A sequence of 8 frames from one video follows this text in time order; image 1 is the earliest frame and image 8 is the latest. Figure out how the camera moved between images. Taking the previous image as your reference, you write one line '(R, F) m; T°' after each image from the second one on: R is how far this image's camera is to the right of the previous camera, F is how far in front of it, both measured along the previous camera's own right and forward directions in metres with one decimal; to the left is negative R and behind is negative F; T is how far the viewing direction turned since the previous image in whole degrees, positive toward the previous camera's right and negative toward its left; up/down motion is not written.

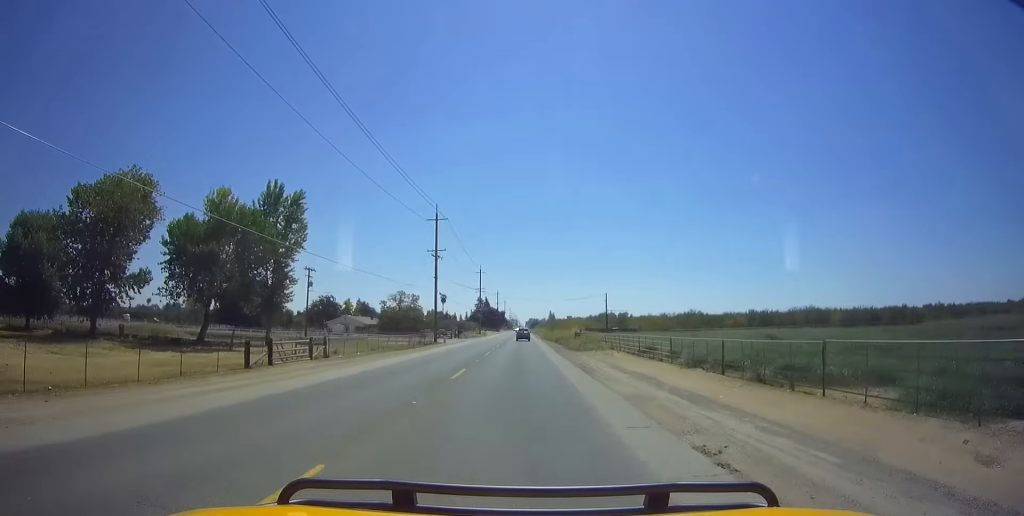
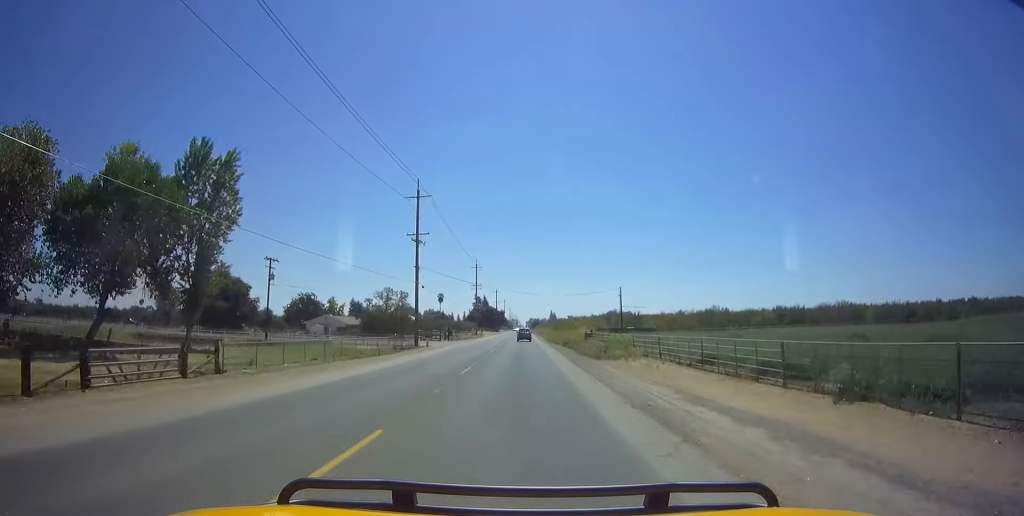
(+0.1, +12.2) m; 0°
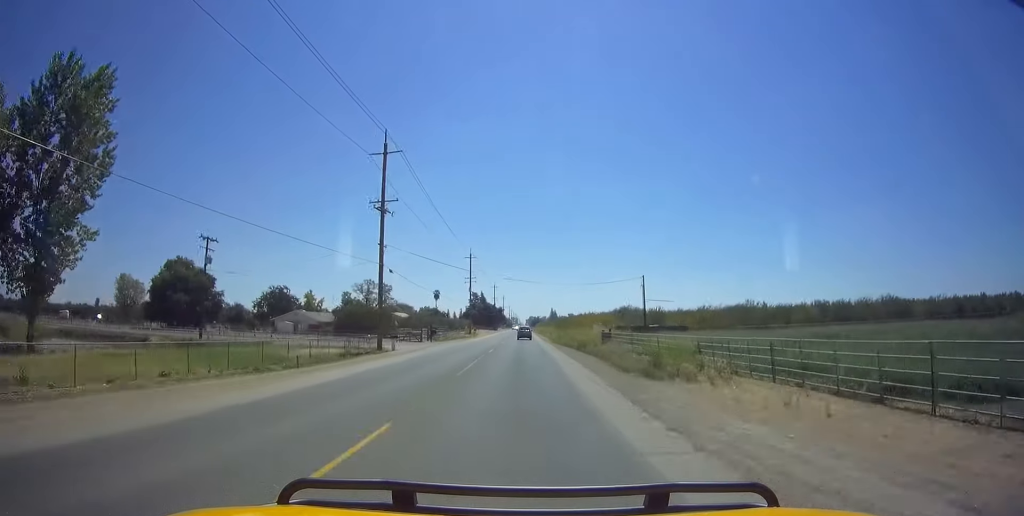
(0.0, +14.0) m; 0°
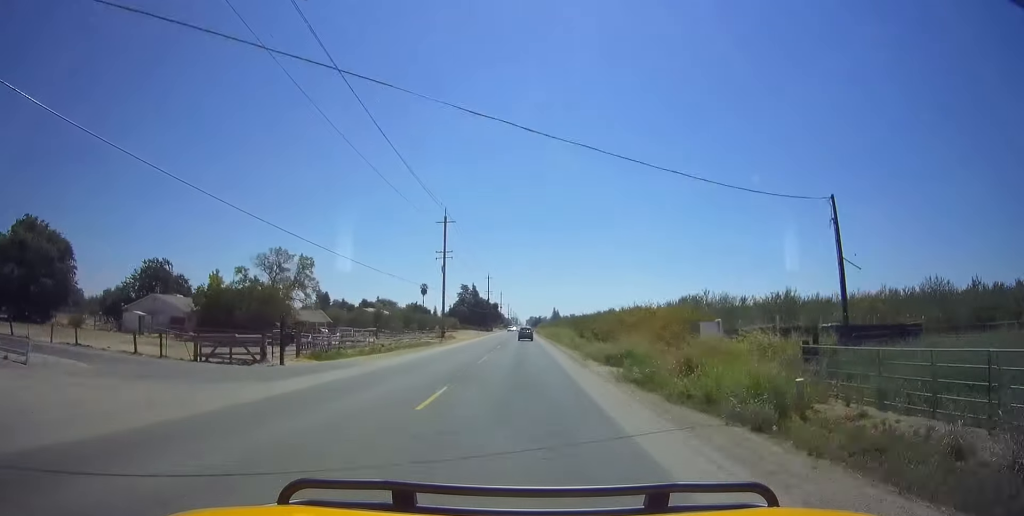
(0.0, +38.0) m; 0°
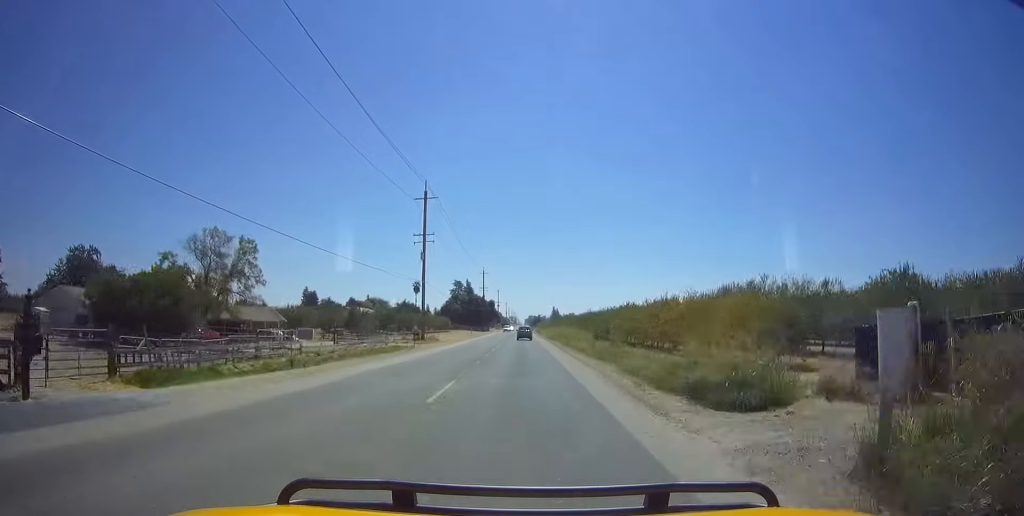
(0.0, +13.6) m; 0°
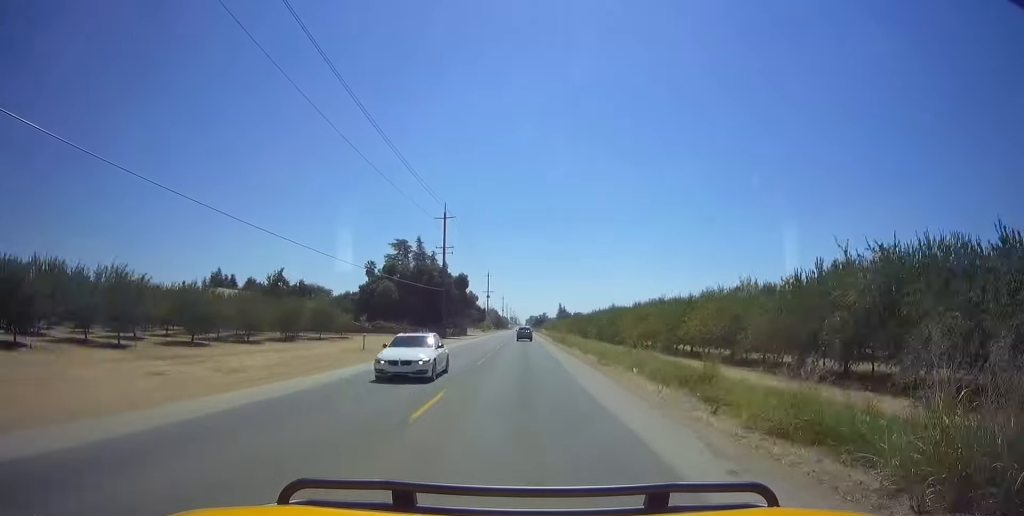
(0.0, +74.5) m; 0°
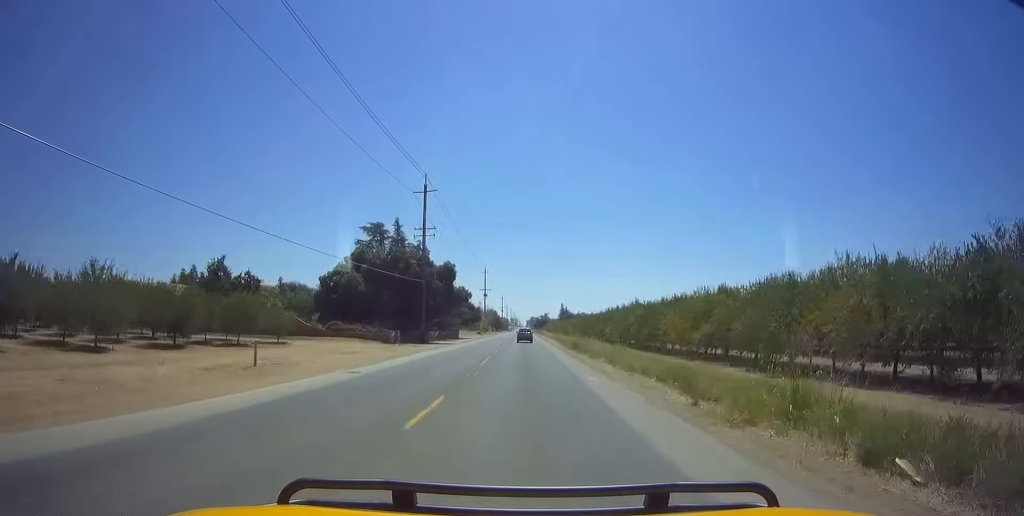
(0.0, +14.8) m; -1°
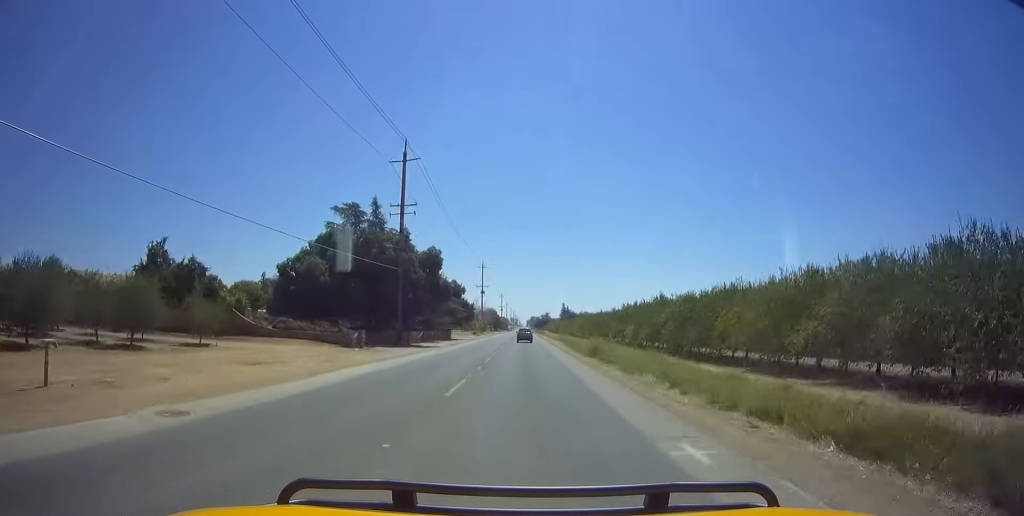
(+0.1, +10.7) m; -1°
